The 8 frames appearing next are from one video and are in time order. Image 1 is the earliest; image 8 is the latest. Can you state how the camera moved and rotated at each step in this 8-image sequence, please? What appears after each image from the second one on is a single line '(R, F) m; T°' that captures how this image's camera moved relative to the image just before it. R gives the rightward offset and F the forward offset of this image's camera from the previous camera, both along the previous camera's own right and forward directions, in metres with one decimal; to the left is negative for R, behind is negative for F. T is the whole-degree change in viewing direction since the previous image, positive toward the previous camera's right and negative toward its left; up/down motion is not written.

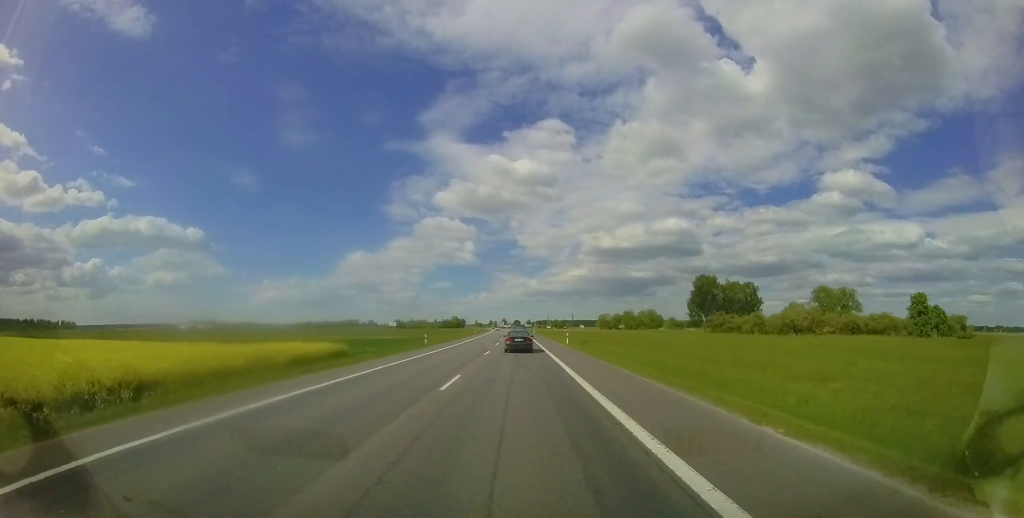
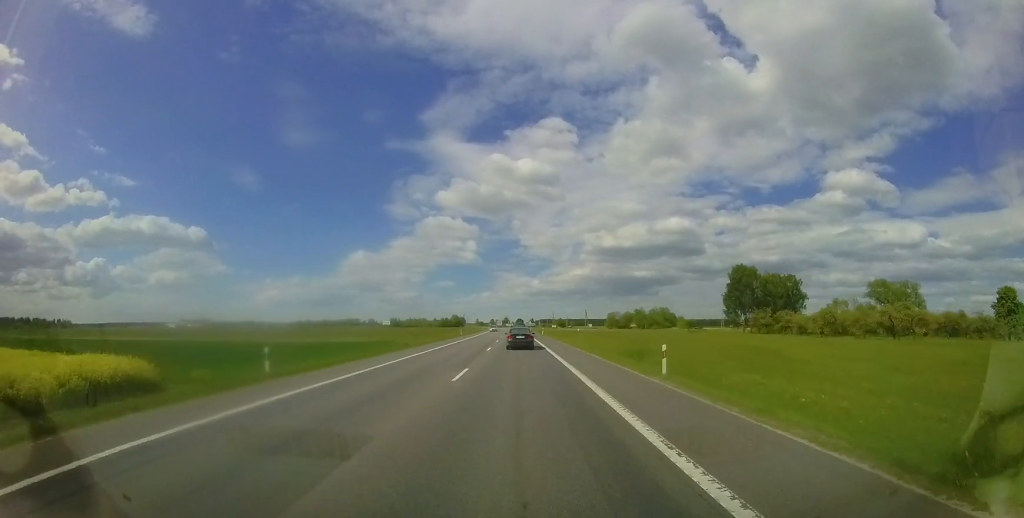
(-0.3, +23.0) m; 0°
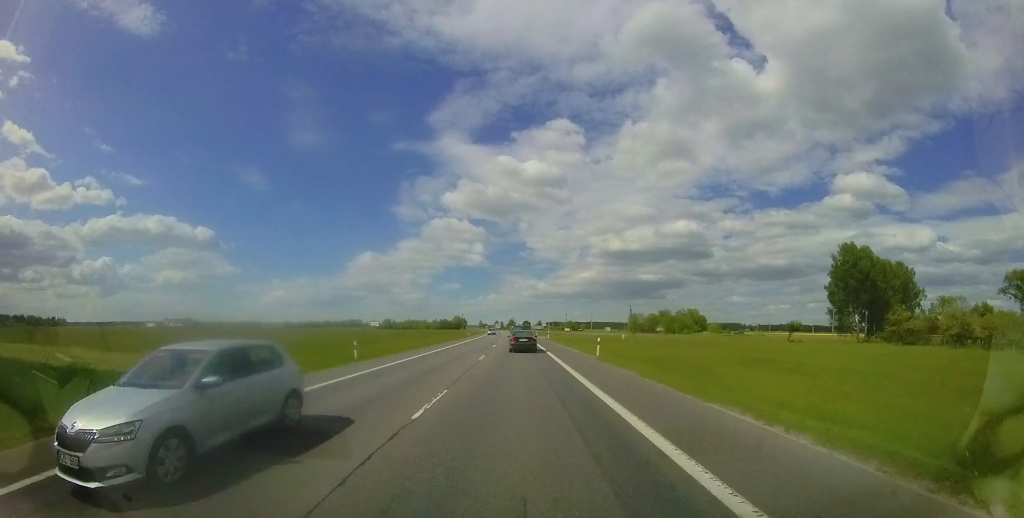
(0.0, +39.8) m; 0°
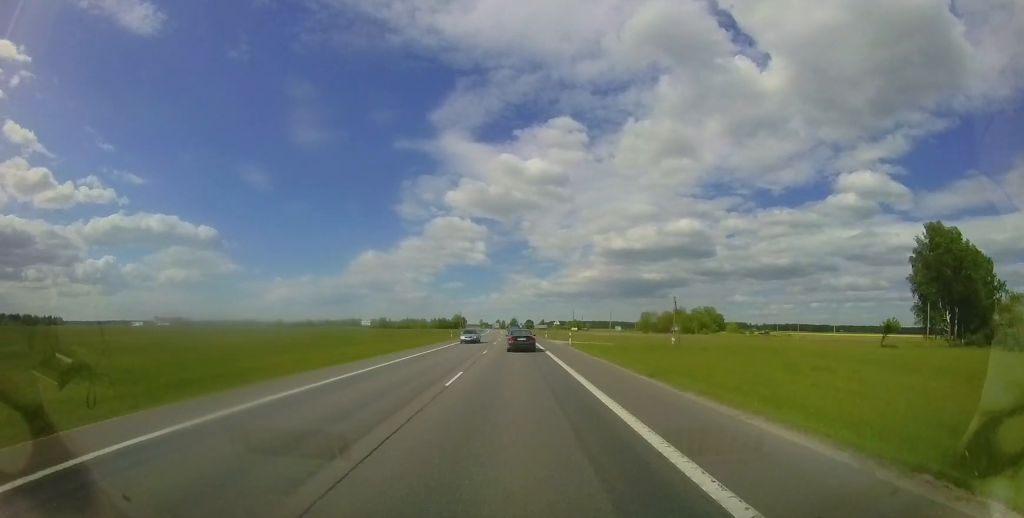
(+0.1, +19.6) m; 0°
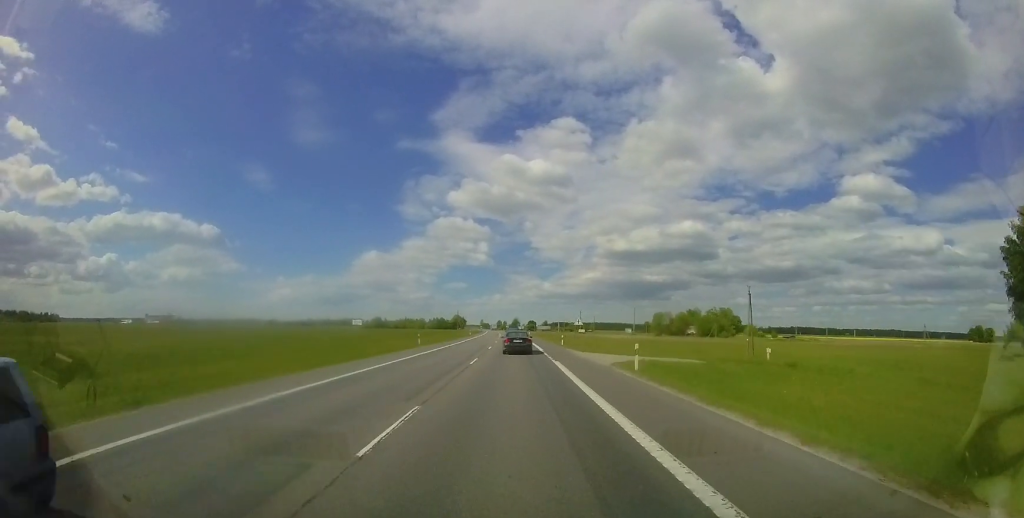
(-0.1, +17.1) m; -1°
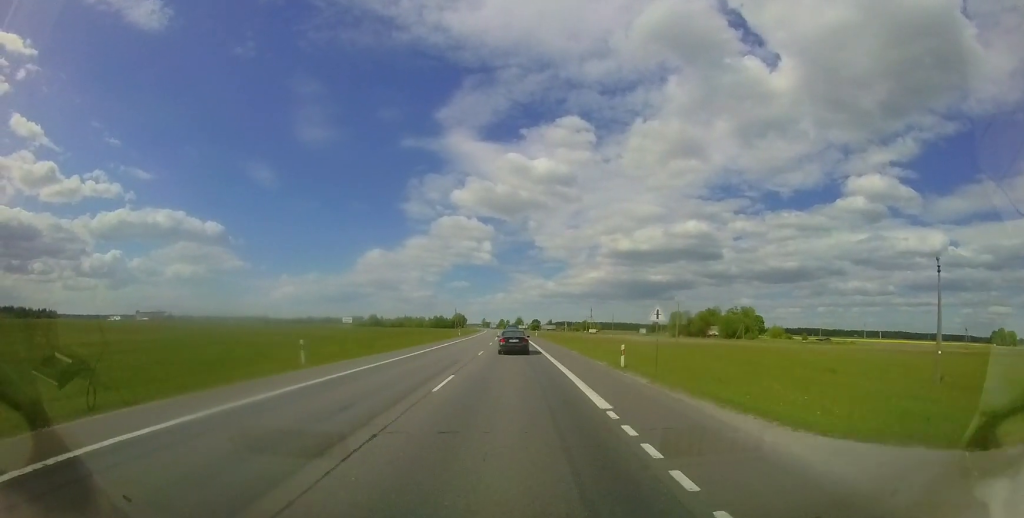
(-0.4, +19.0) m; -2°
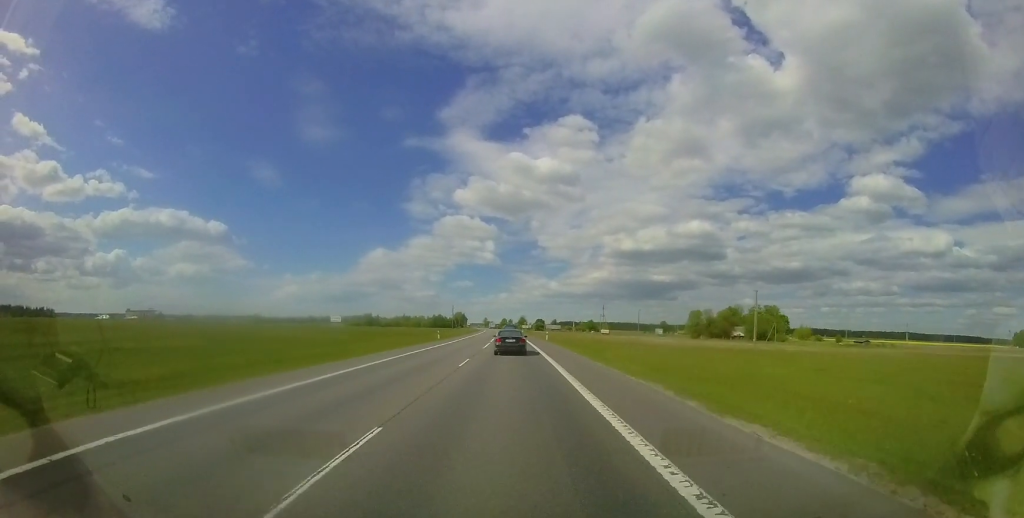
(-0.2, +18.1) m; 0°
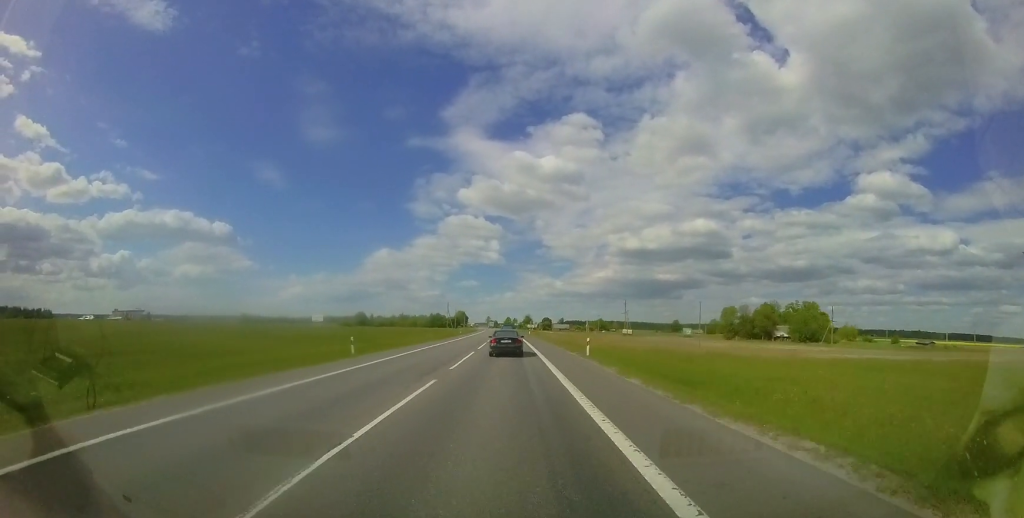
(+0.1, +24.3) m; -1°
